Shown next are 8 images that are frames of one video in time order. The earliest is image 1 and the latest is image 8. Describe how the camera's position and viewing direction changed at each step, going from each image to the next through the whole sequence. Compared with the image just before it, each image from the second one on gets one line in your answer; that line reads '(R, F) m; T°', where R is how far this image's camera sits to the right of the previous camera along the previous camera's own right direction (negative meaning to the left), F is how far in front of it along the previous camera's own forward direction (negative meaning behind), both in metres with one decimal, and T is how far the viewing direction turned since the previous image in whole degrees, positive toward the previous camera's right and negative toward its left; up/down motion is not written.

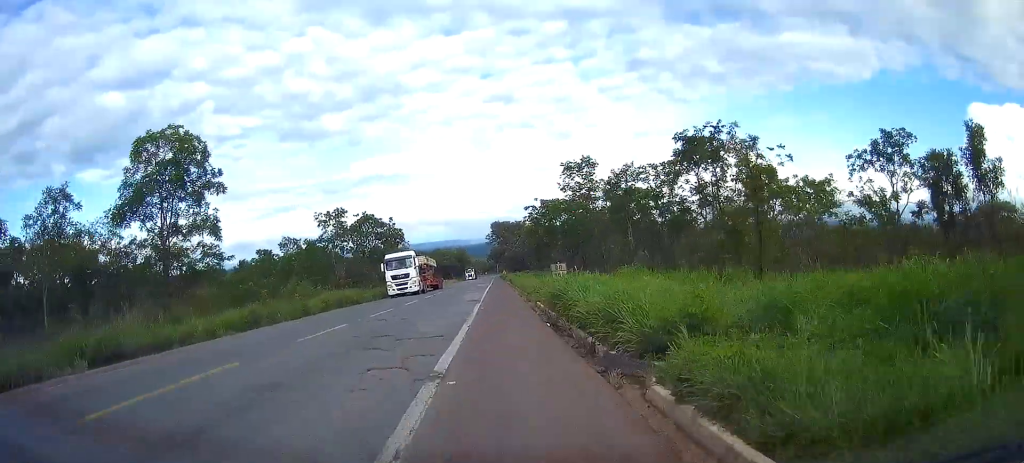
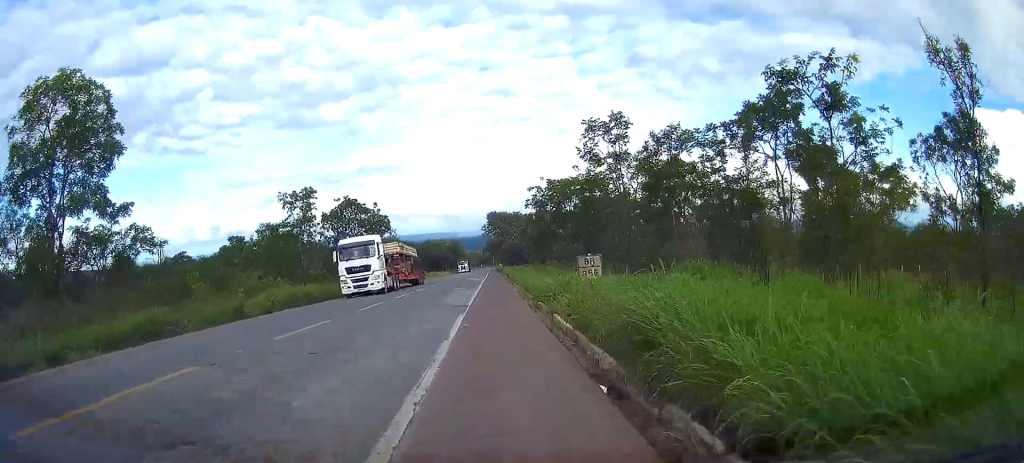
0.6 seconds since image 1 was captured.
(-0.1, +9.4) m; -1°
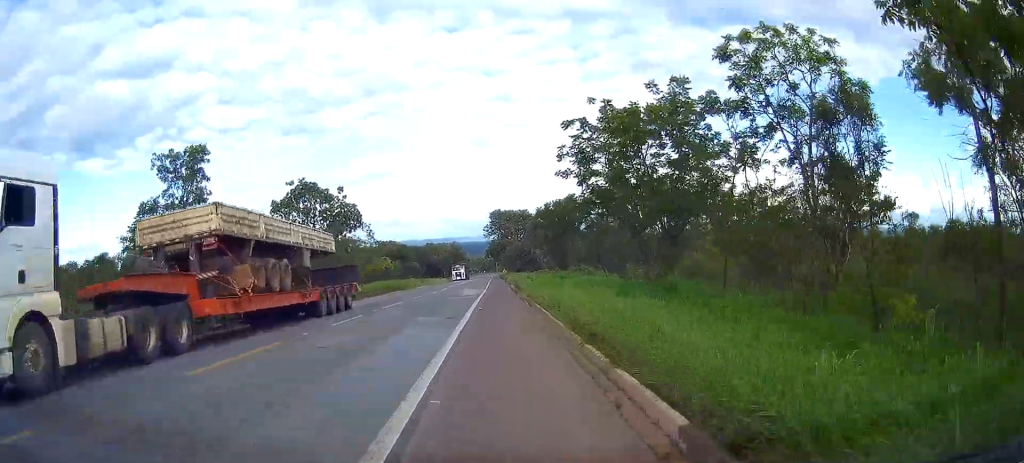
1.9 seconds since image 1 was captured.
(0.0, +20.1) m; 0°
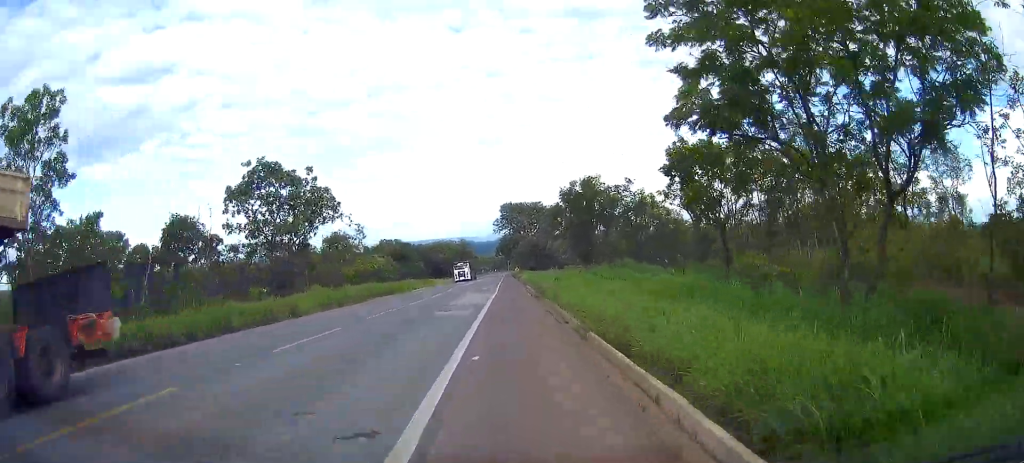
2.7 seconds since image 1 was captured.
(0.0, +12.8) m; -1°
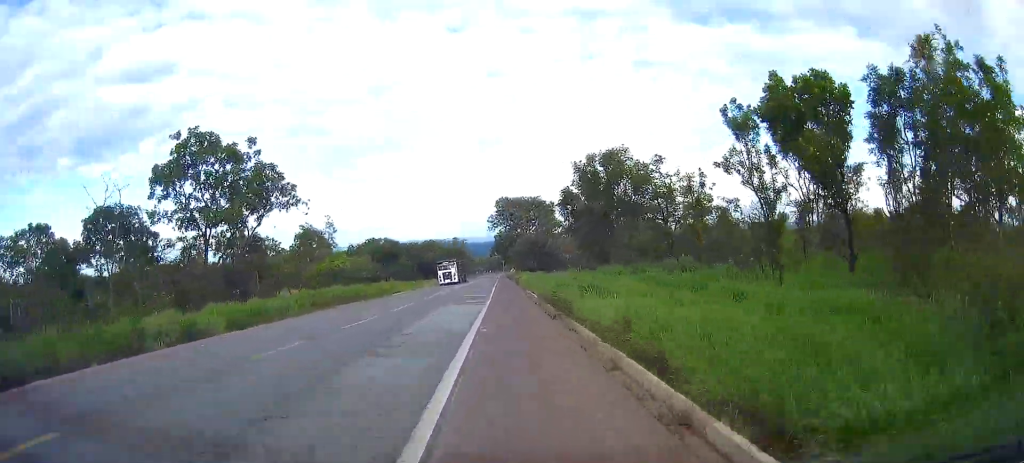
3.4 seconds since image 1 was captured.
(+0.1, +10.8) m; -1°
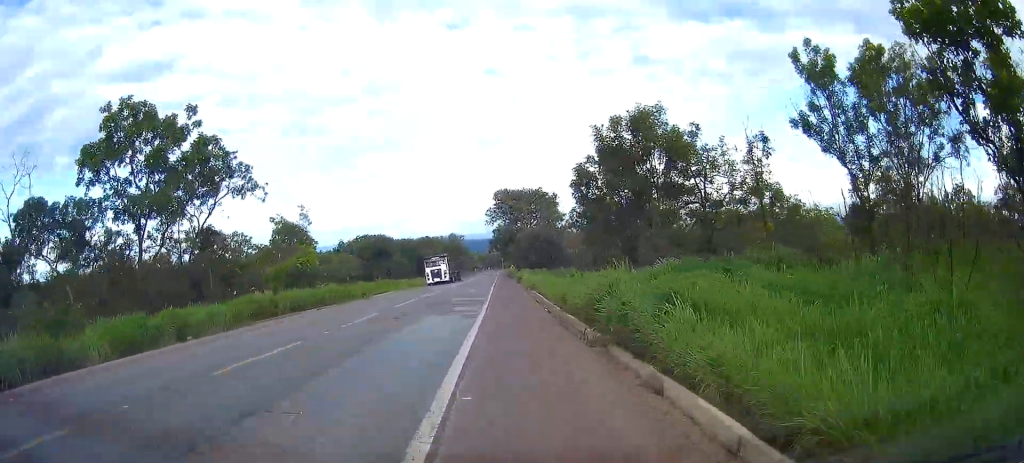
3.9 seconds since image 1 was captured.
(-0.3, +7.9) m; 0°
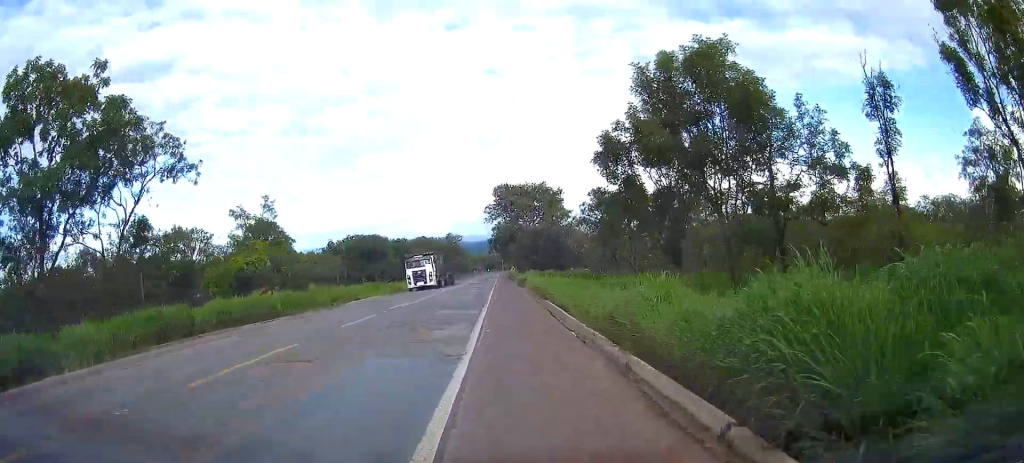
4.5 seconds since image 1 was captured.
(-0.2, +8.5) m; 0°
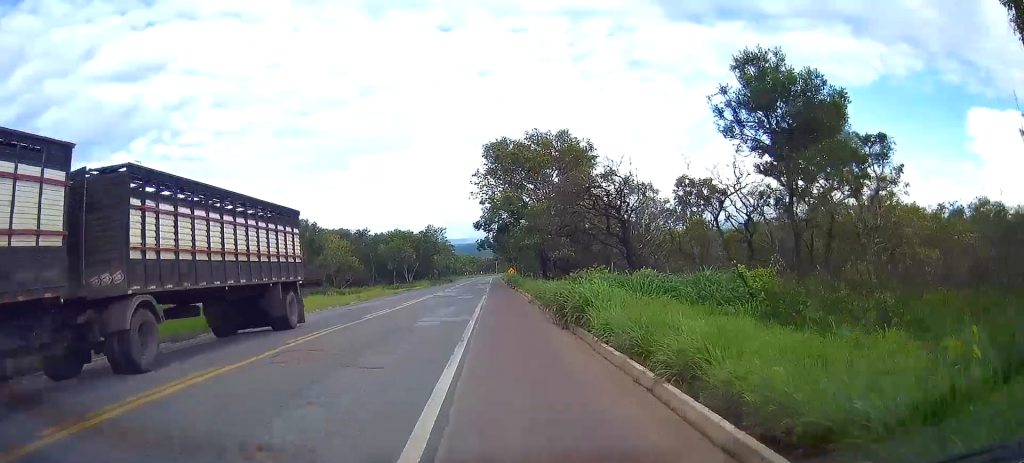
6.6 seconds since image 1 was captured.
(+1.2, +35.6) m; +1°
